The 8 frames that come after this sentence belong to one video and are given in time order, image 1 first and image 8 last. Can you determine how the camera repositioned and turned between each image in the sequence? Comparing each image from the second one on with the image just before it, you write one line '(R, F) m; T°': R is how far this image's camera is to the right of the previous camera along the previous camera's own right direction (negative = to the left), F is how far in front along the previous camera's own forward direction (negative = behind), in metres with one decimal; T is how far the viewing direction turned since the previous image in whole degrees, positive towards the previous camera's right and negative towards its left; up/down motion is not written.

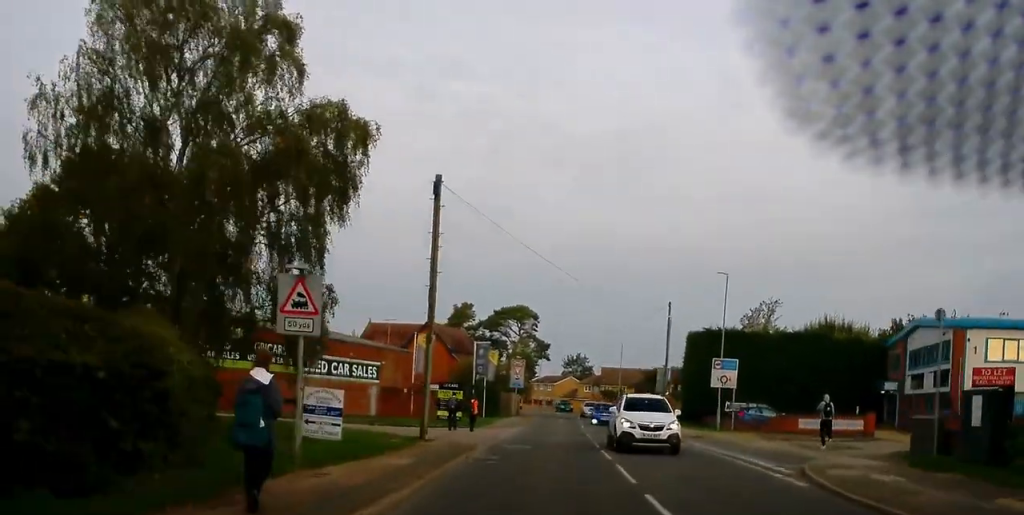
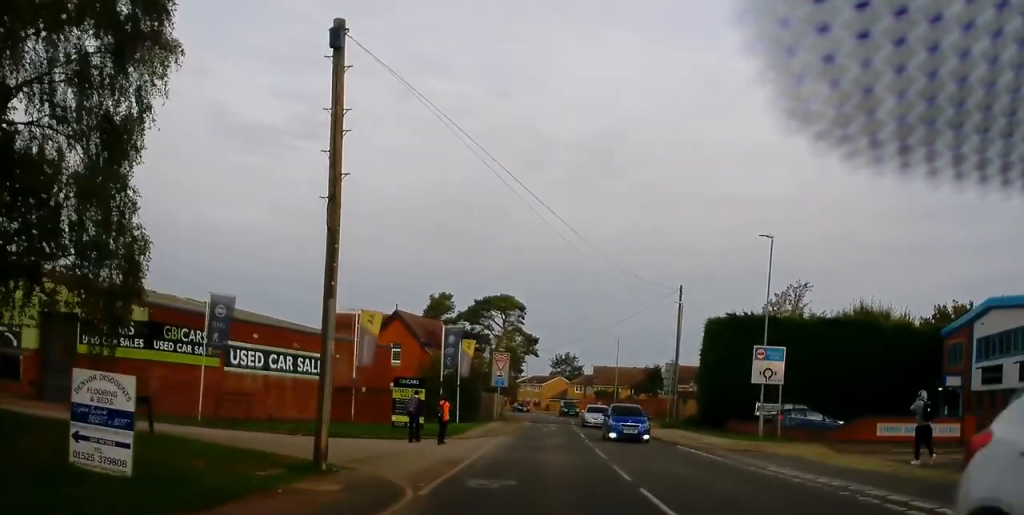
(+0.3, +9.6) m; +1°
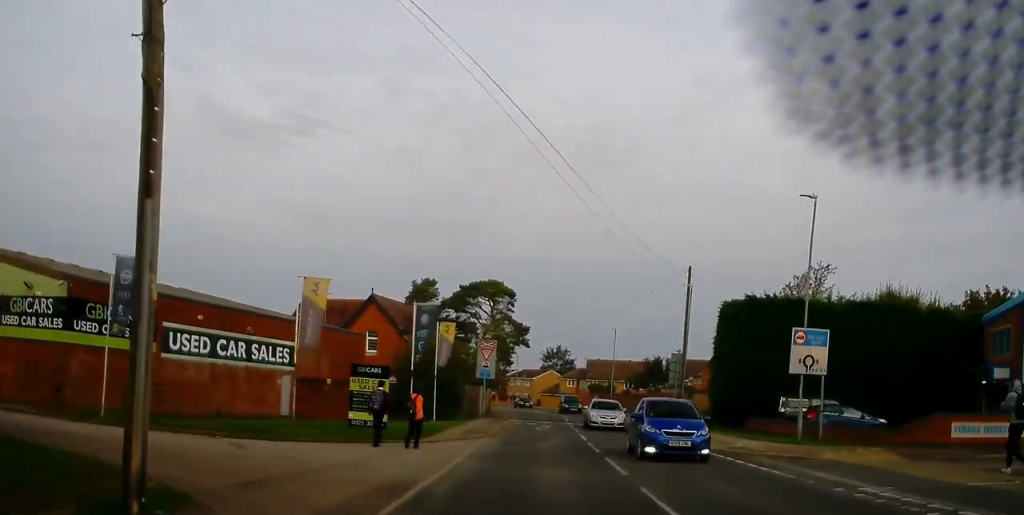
(-0.1, +5.7) m; 0°
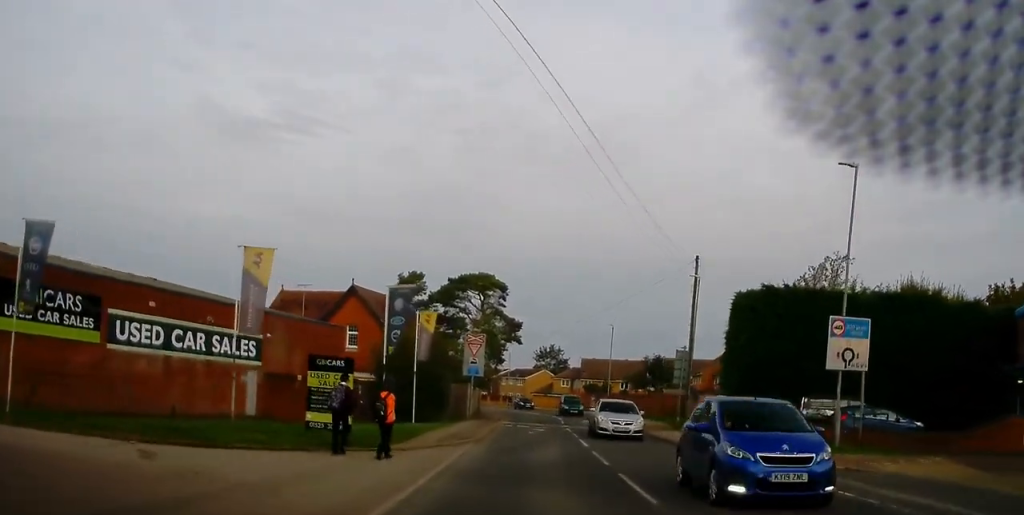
(0.0, +3.9) m; 0°
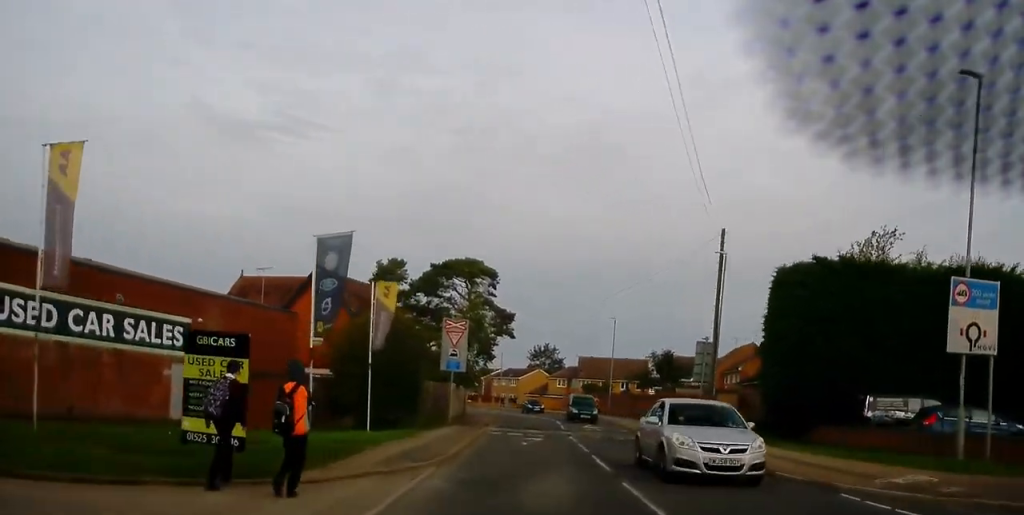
(+0.1, +7.3) m; +2°
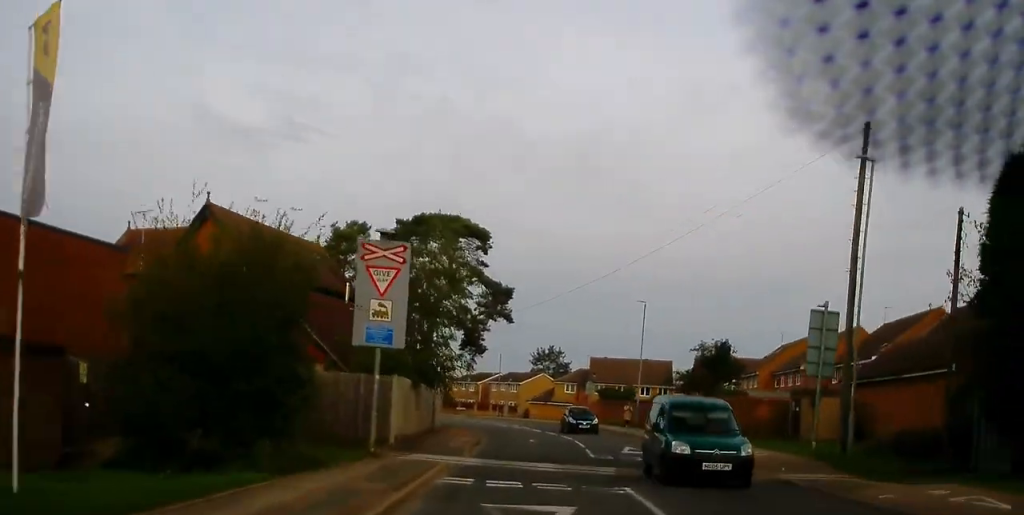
(-0.1, +16.1) m; -2°
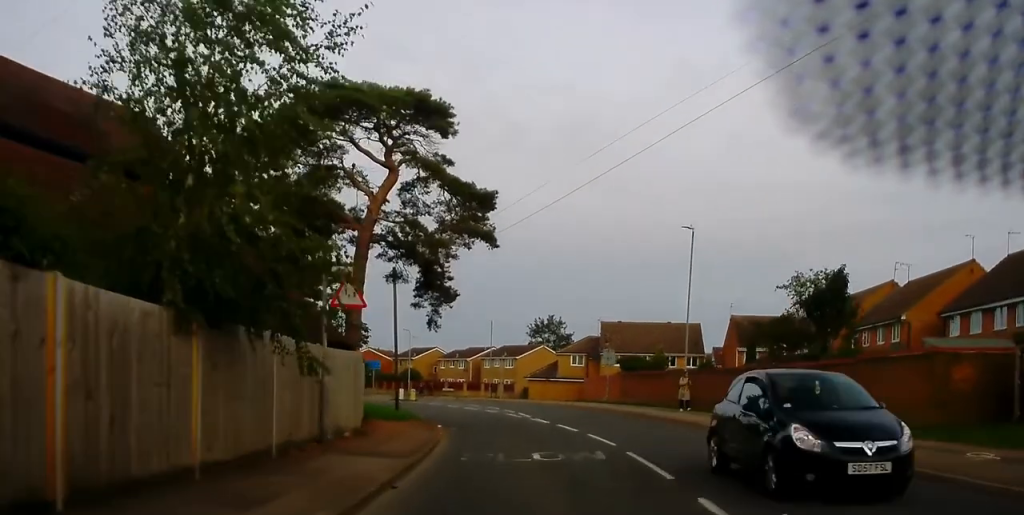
(-0.4, +16.2) m; -1°
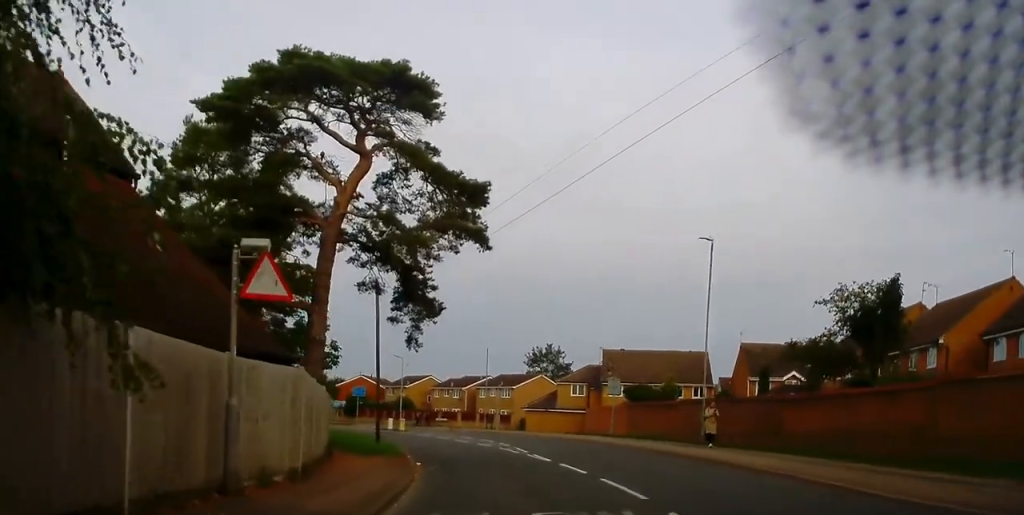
(0.0, +4.5) m; +2°
